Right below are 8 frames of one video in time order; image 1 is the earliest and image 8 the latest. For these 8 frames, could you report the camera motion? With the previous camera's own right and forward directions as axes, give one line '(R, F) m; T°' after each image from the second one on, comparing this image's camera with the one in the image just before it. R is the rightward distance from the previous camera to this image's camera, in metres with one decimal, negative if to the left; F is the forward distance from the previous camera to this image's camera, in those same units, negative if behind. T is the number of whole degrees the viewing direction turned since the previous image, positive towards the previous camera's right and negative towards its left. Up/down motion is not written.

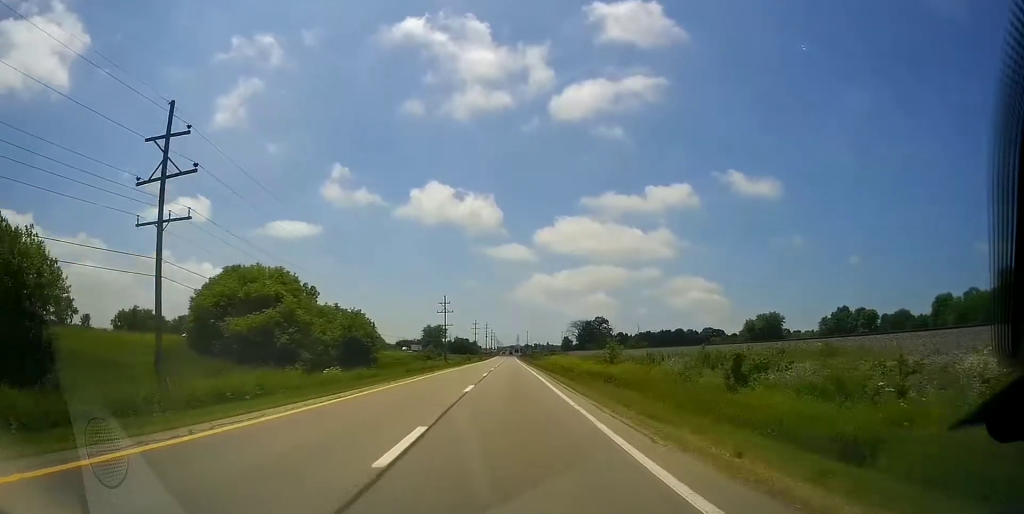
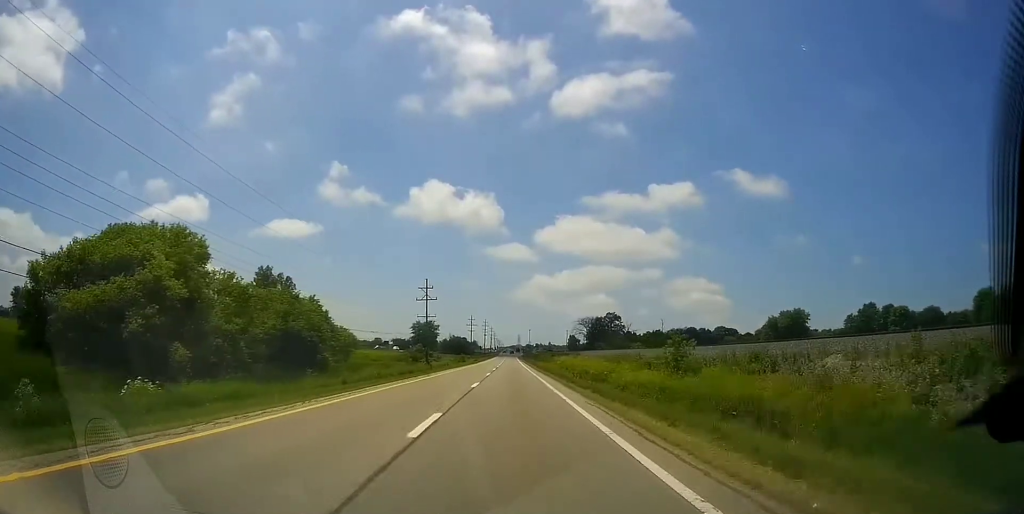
(-0.1, +28.3) m; 0°
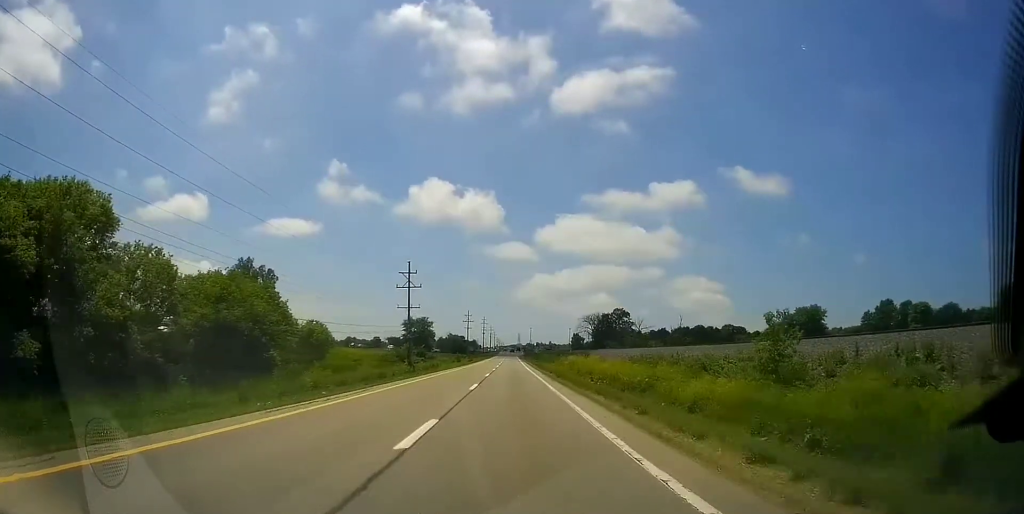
(0.0, +16.8) m; 0°
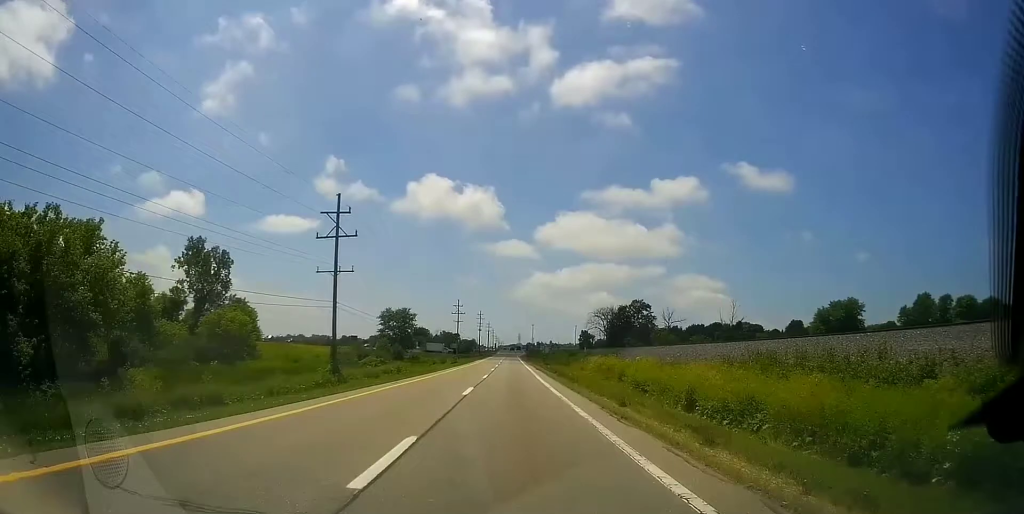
(+0.1, +32.7) m; 0°
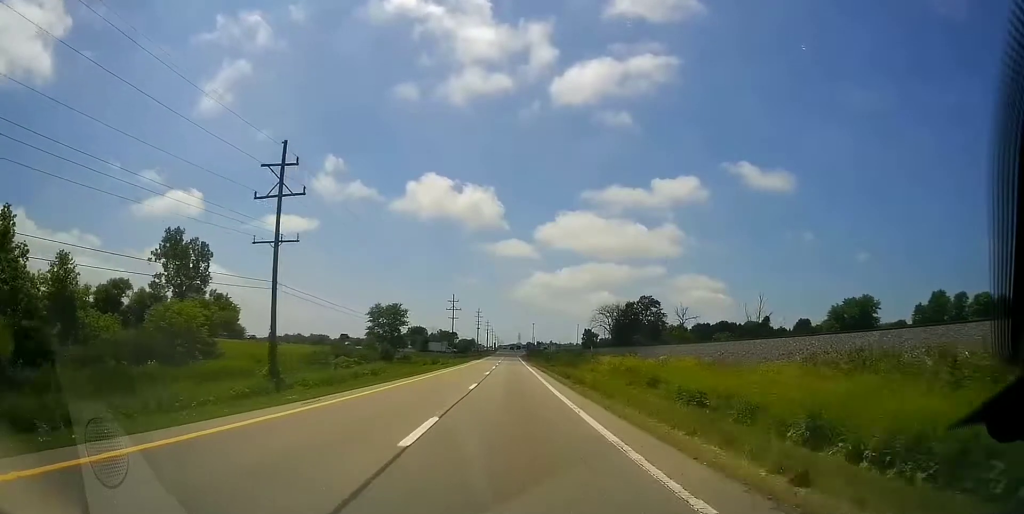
(+0.1, +12.4) m; 0°
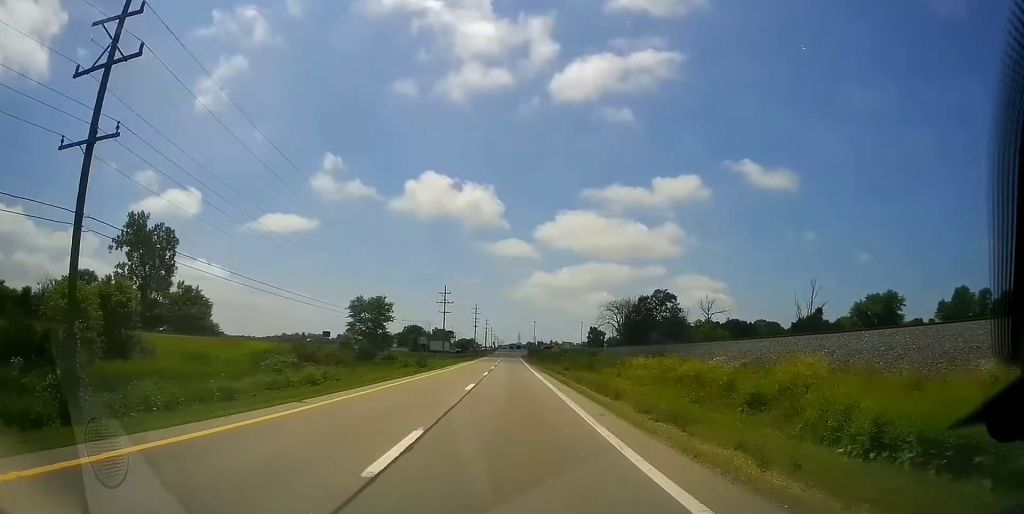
(-0.1, +16.9) m; 0°
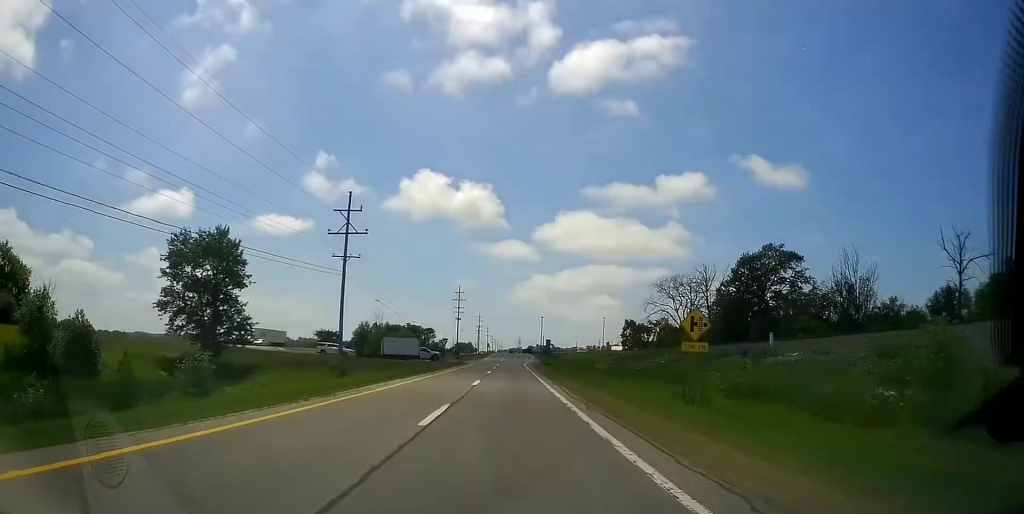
(-0.2, +70.9) m; 0°
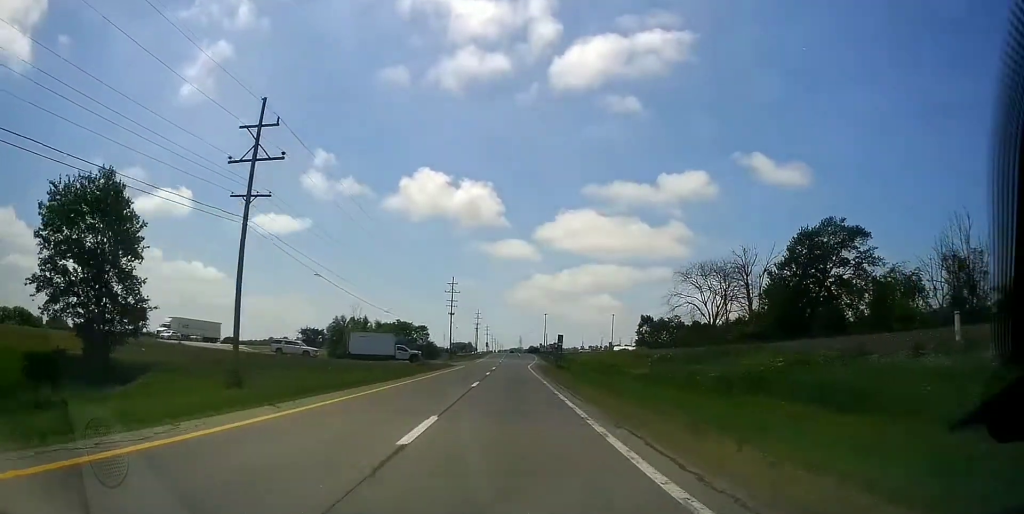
(0.0, +18.1) m; 0°
